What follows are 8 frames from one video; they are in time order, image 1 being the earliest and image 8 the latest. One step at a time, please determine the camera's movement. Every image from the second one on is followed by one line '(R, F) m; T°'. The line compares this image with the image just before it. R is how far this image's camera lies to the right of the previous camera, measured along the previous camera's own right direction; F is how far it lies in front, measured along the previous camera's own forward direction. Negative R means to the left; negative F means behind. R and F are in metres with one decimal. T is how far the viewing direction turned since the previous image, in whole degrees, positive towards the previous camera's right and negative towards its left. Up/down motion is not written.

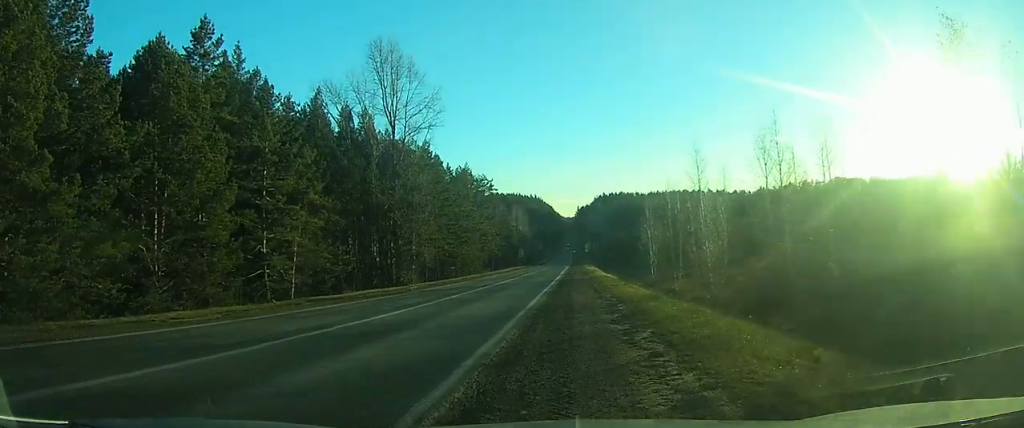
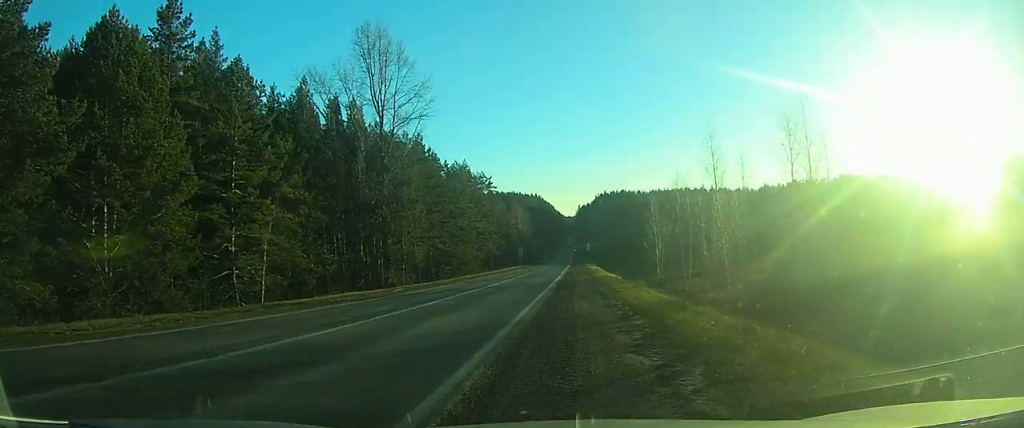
(0.0, +3.5) m; 0°
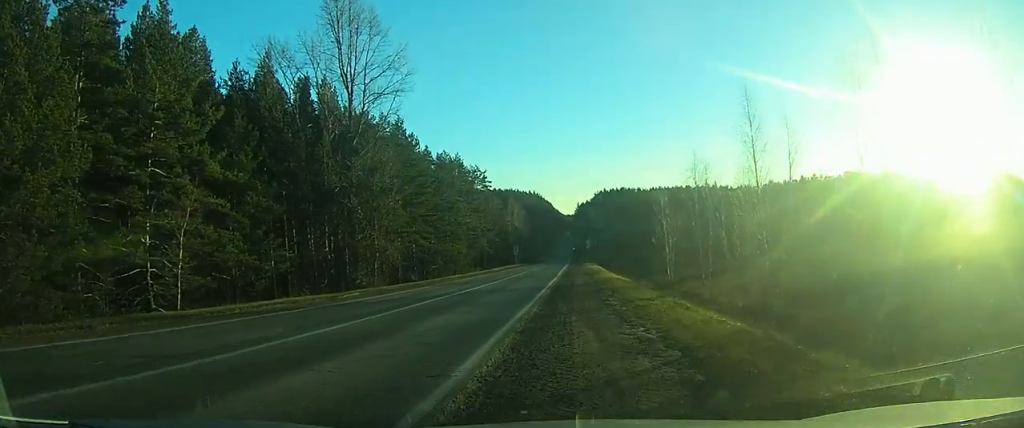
(+0.1, +7.3) m; +2°
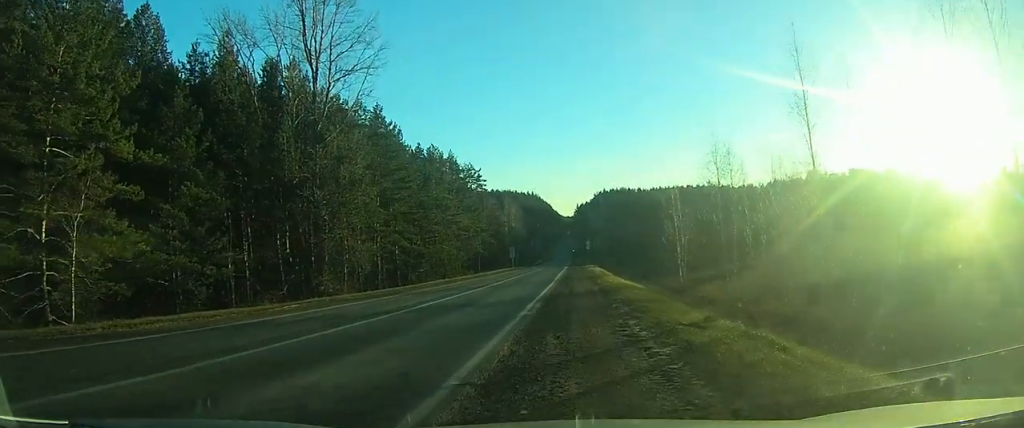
(+0.1, +6.7) m; +1°
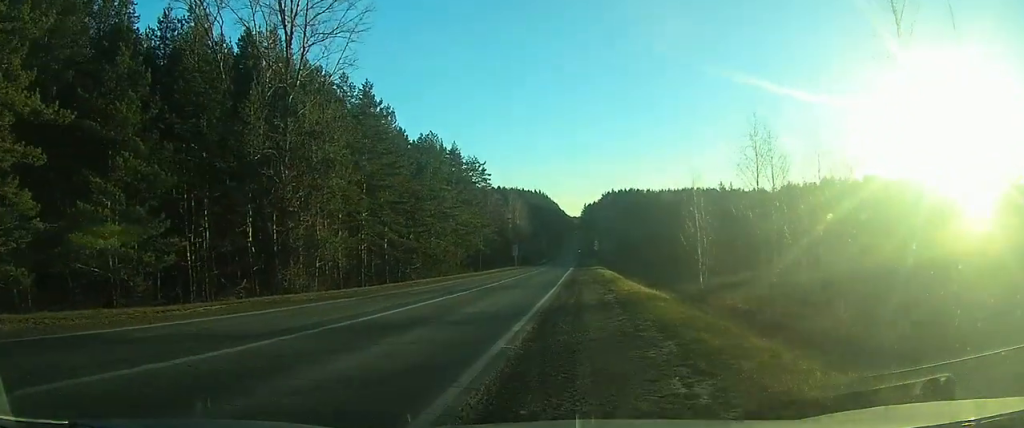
(+0.1, +6.0) m; 0°
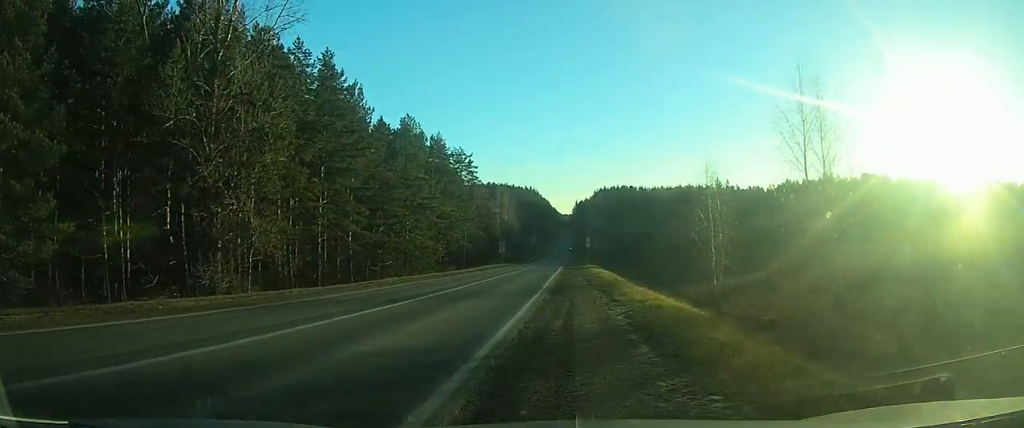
(-0.1, +7.0) m; 0°
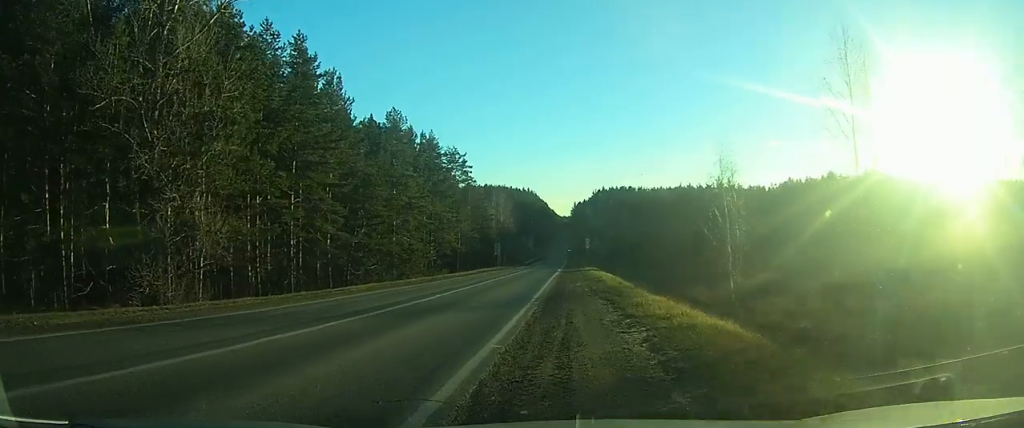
(+0.1, +4.1) m; 0°
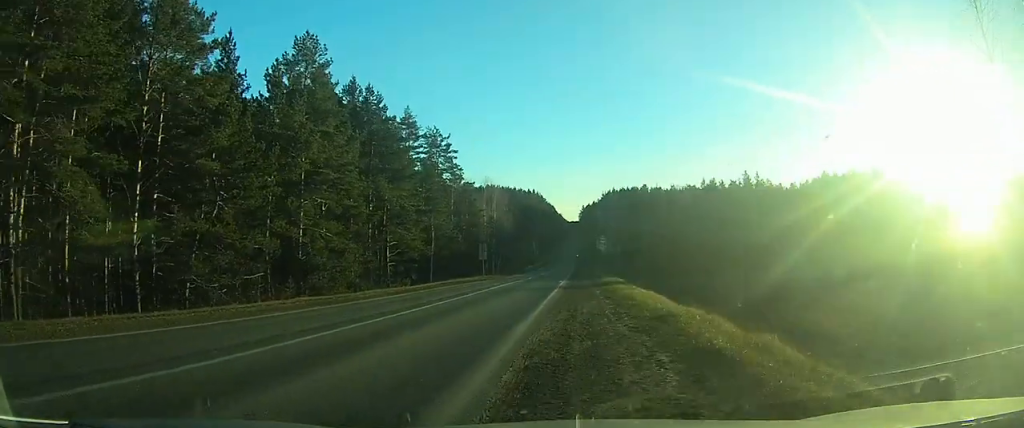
(-0.8, +22.8) m; -3°
